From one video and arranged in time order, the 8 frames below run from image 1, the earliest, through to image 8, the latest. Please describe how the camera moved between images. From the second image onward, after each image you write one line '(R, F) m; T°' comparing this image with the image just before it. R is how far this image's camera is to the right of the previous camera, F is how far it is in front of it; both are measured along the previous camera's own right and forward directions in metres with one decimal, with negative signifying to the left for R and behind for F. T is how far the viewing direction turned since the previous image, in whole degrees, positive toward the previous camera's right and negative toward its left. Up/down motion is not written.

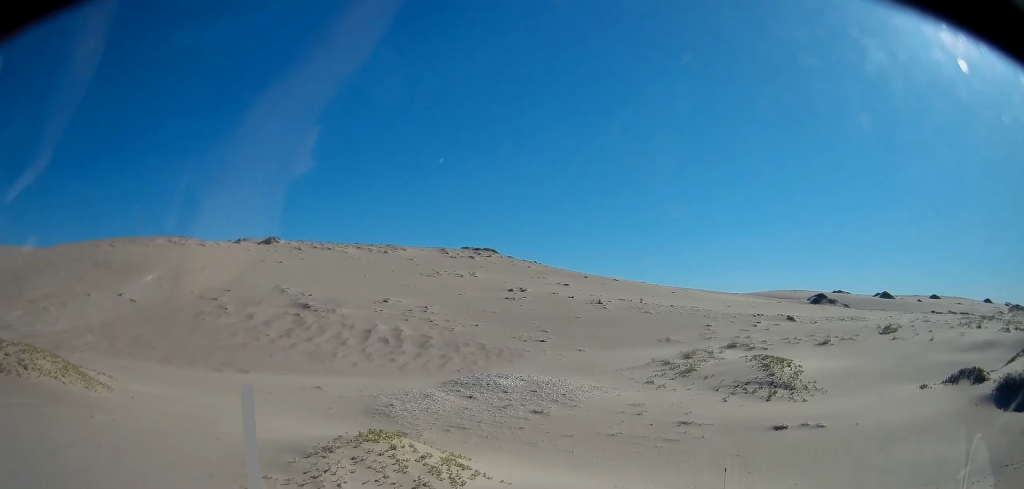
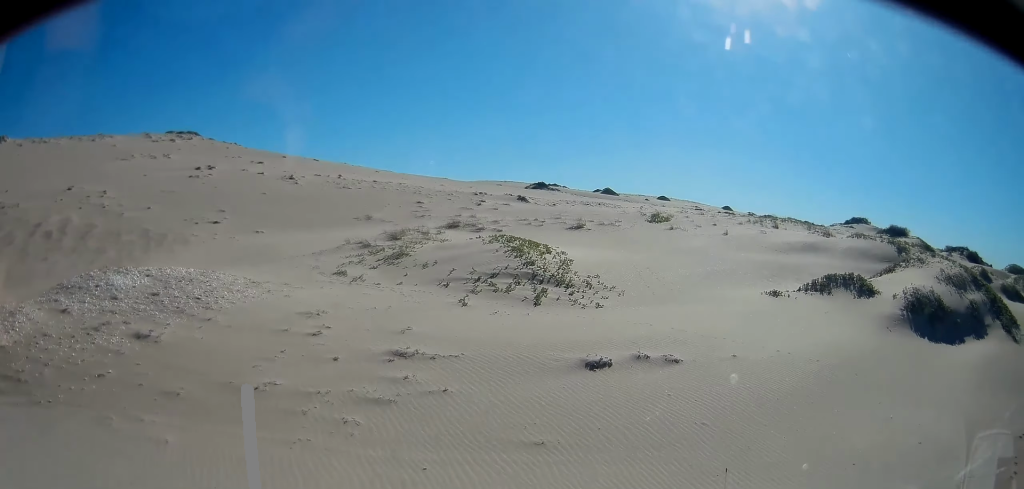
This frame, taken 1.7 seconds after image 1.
(+1.9, +7.9) m; +26°
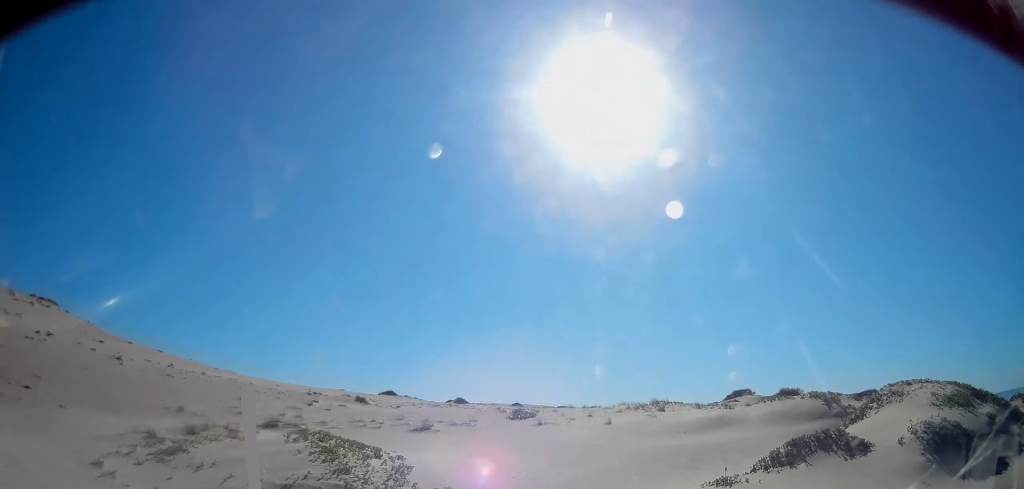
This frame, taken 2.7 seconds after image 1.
(+0.7, +5.6) m; +11°
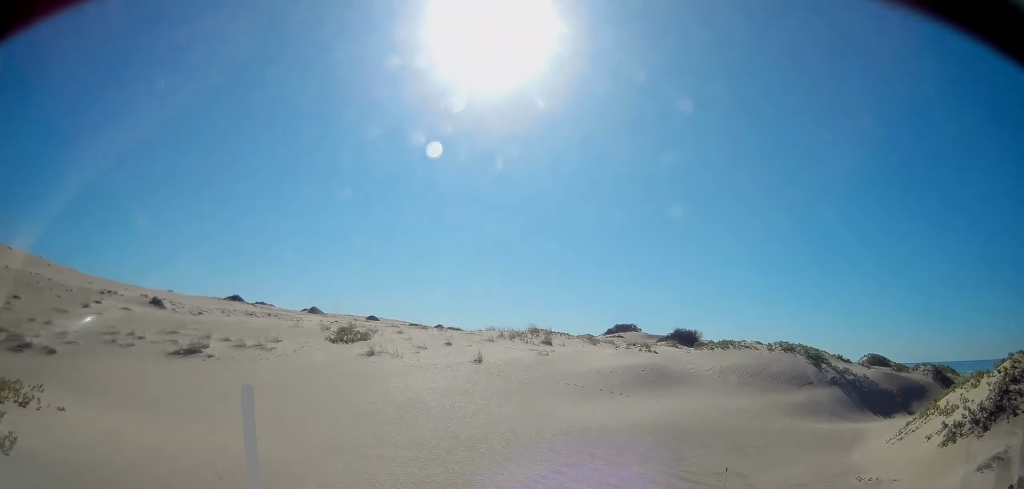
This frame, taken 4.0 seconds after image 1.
(+0.6, +8.4) m; +9°
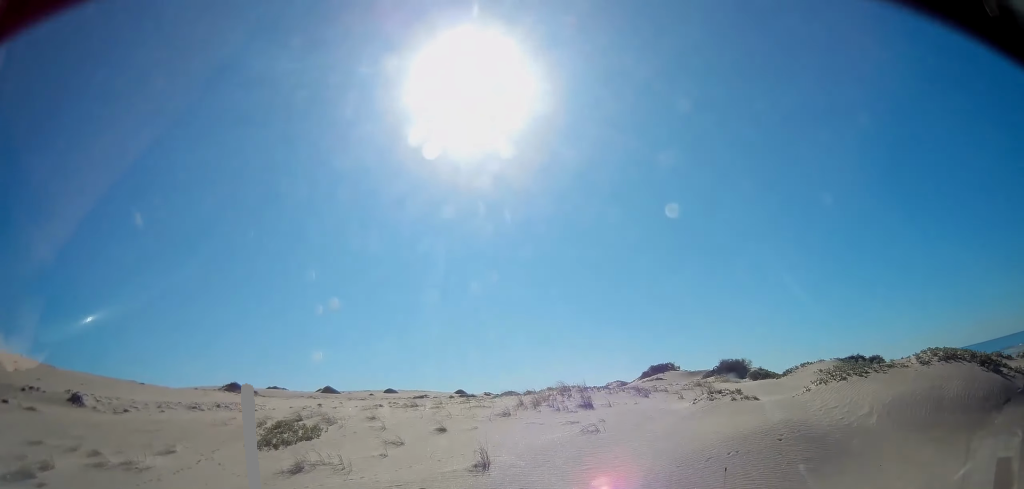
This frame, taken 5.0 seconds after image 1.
(+0.4, +6.4) m; 0°
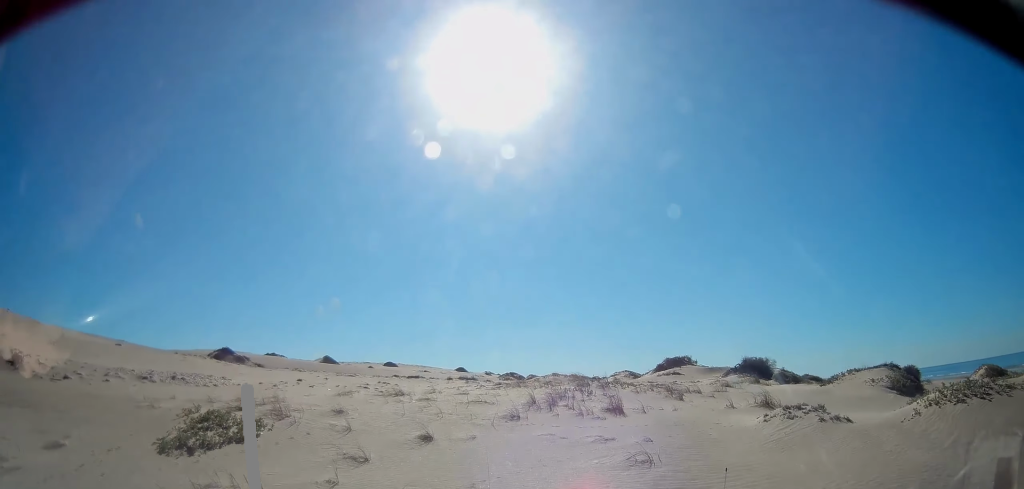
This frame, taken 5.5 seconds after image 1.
(-0.2, +3.2) m; +2°
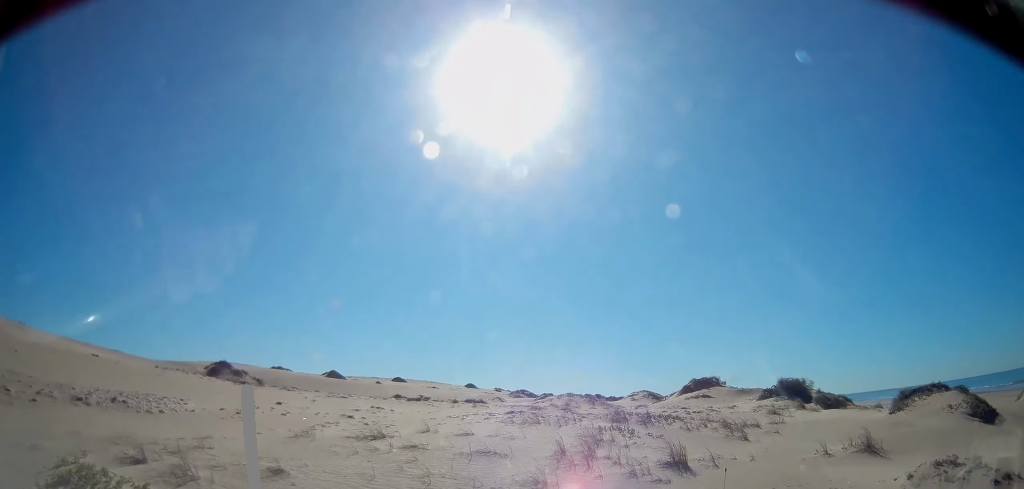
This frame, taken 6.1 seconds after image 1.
(-0.3, +3.6) m; +3°
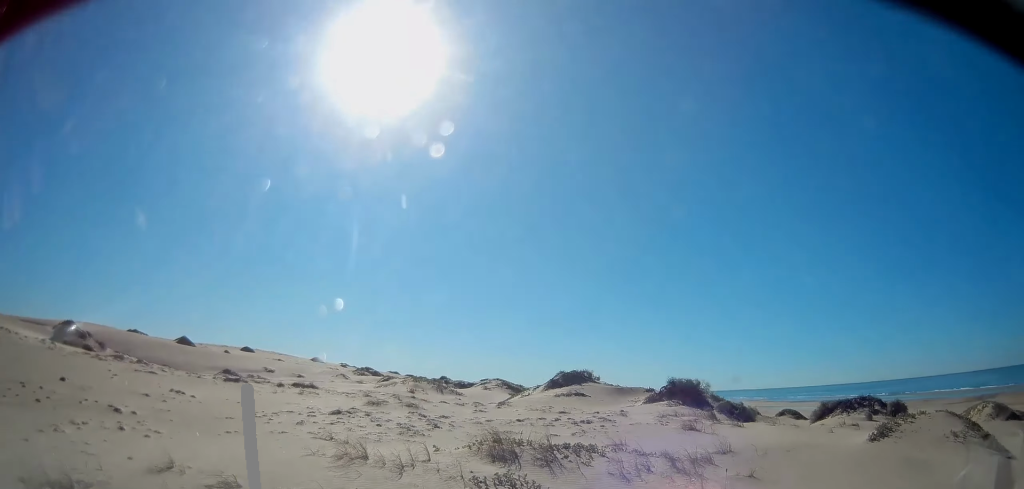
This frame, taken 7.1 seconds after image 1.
(+0.9, +5.4) m; +20°
